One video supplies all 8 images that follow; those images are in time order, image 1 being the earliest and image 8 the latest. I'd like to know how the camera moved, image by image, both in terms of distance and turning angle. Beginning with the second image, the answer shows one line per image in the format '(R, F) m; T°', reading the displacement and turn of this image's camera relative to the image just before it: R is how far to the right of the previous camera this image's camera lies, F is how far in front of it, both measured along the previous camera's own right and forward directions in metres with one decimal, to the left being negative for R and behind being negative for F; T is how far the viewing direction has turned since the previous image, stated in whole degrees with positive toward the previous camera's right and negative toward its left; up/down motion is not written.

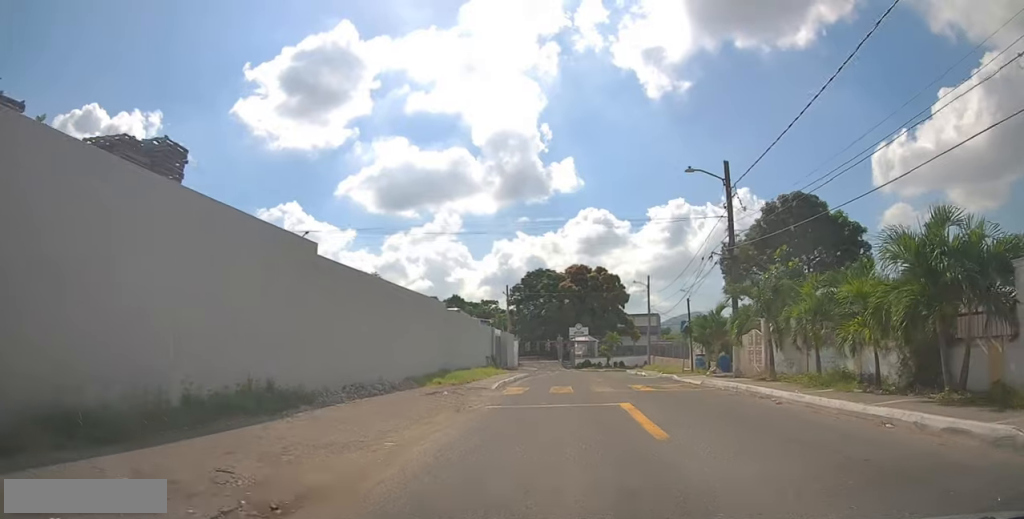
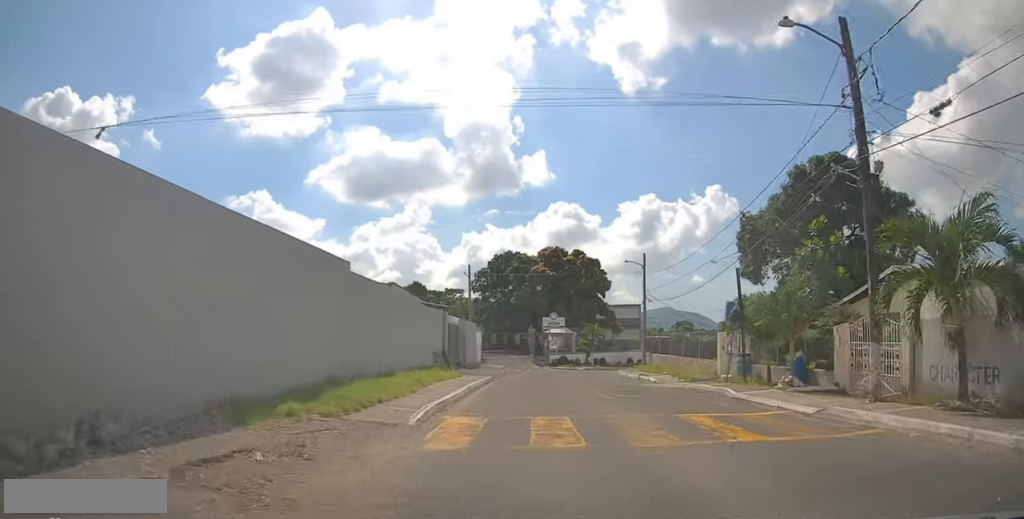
(-0.1, +10.0) m; +2°
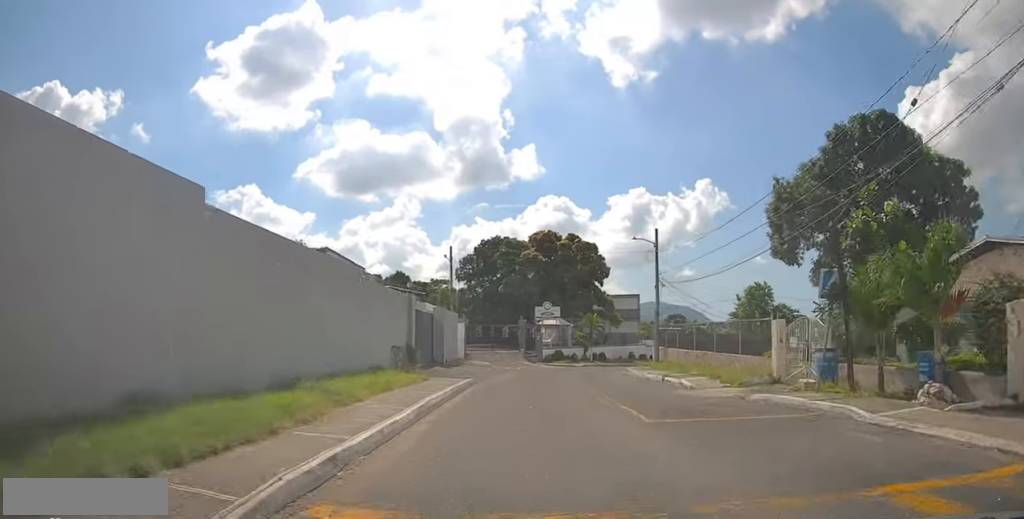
(+0.1, +6.5) m; +2°
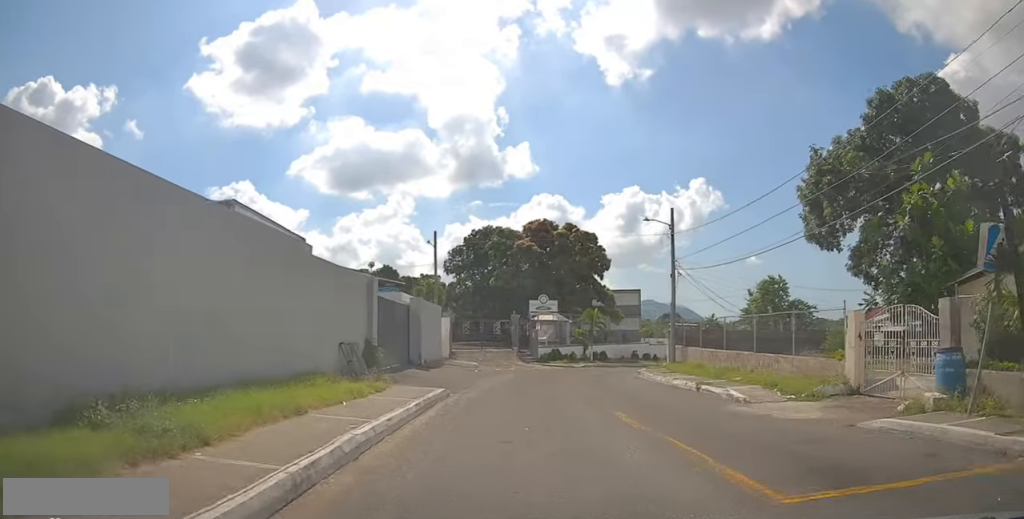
(+0.2, +4.8) m; +1°
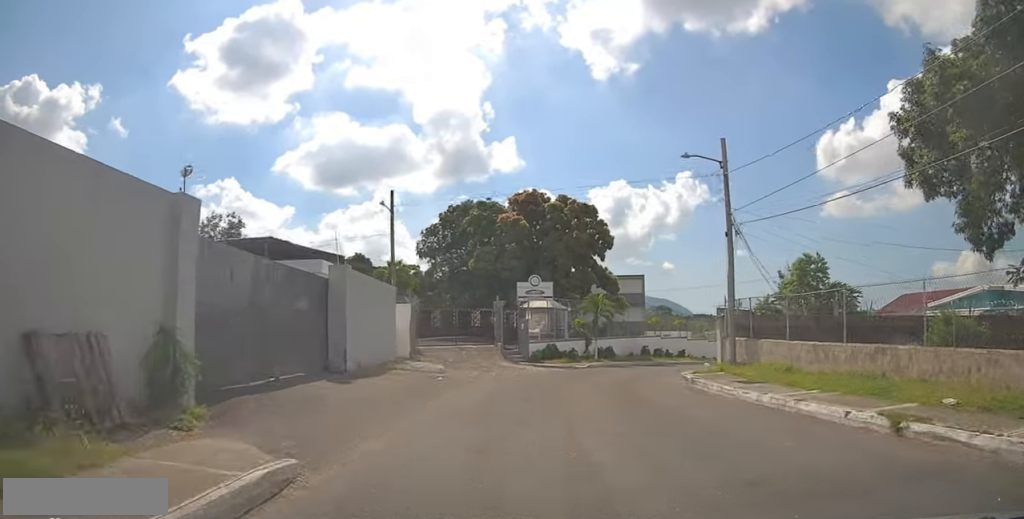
(0.0, +9.4) m; -1°
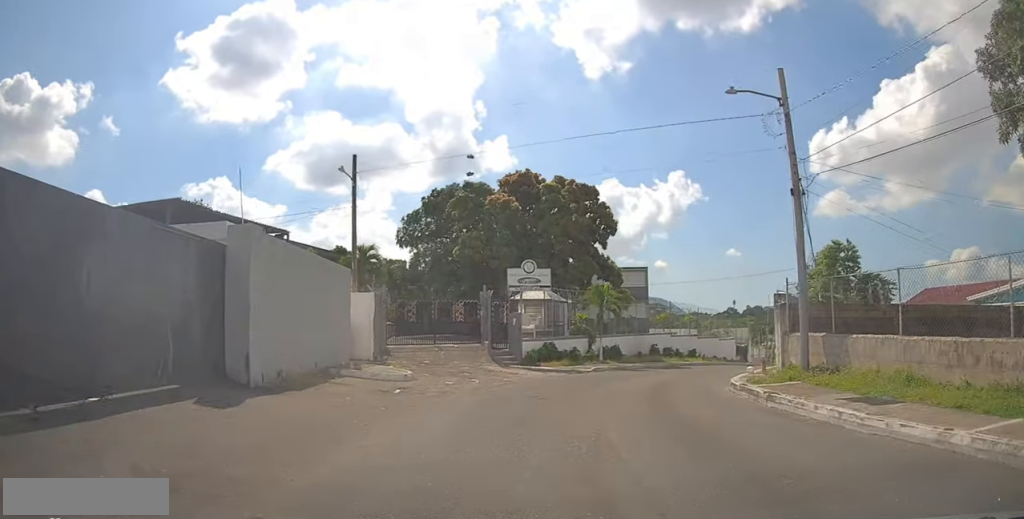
(0.0, +5.5) m; +1°
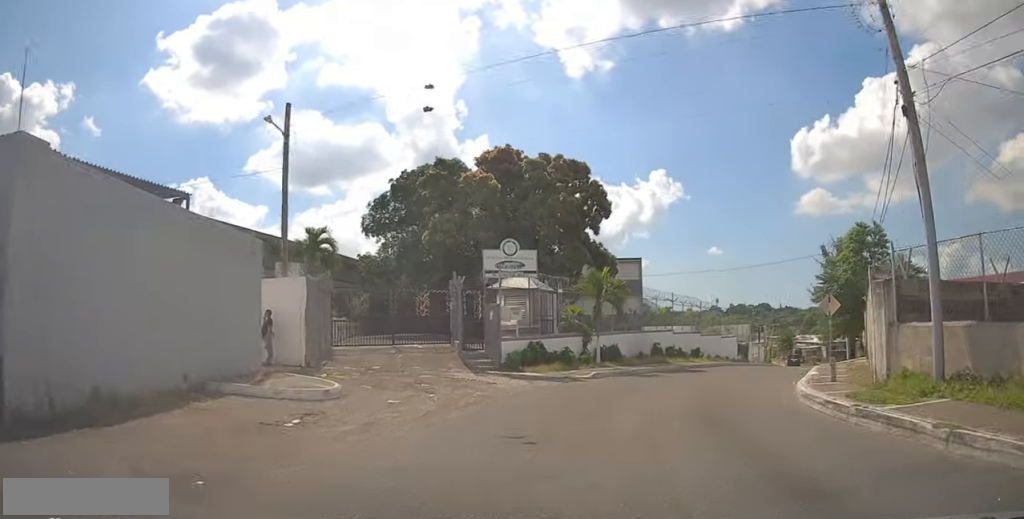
(-0.2, +5.4) m; +3°
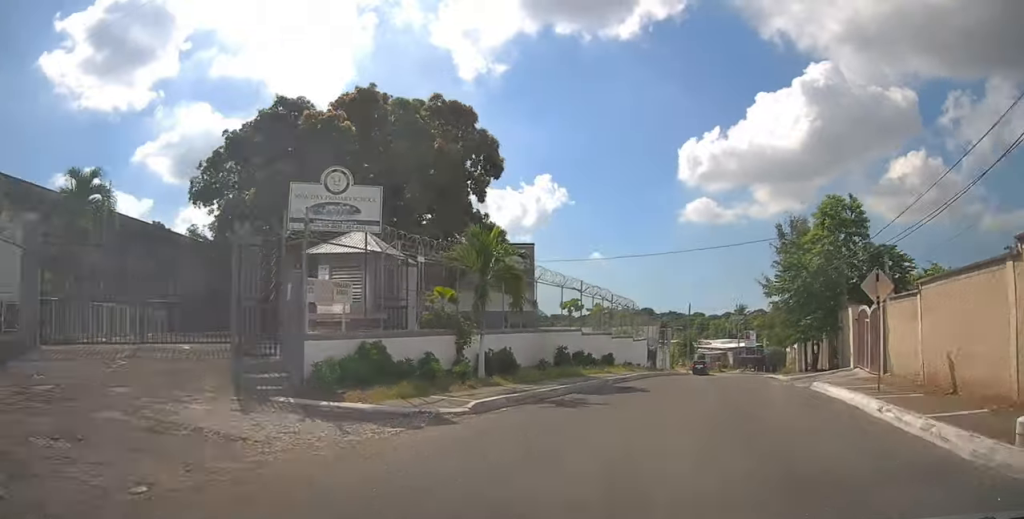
(+0.8, +9.6) m; +11°
